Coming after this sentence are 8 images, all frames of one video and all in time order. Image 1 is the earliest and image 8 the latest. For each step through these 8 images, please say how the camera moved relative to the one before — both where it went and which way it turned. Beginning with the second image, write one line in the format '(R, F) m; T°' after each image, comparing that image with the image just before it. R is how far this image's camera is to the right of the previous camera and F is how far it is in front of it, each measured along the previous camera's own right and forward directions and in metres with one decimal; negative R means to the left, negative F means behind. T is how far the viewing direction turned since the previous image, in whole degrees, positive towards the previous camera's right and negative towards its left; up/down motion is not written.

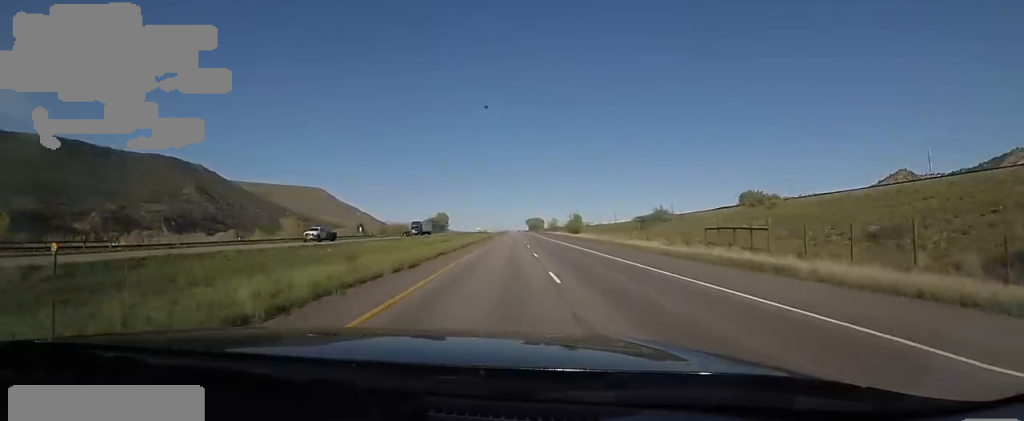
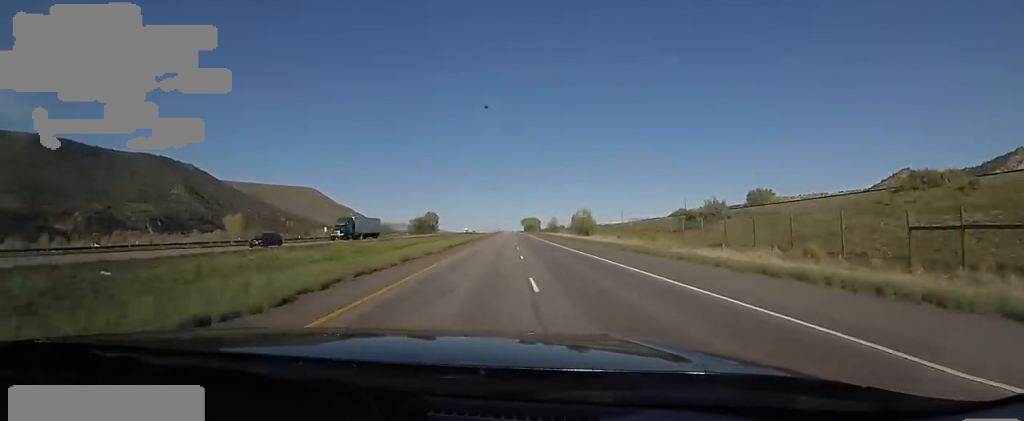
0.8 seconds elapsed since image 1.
(+0.4, +26.0) m; +1°
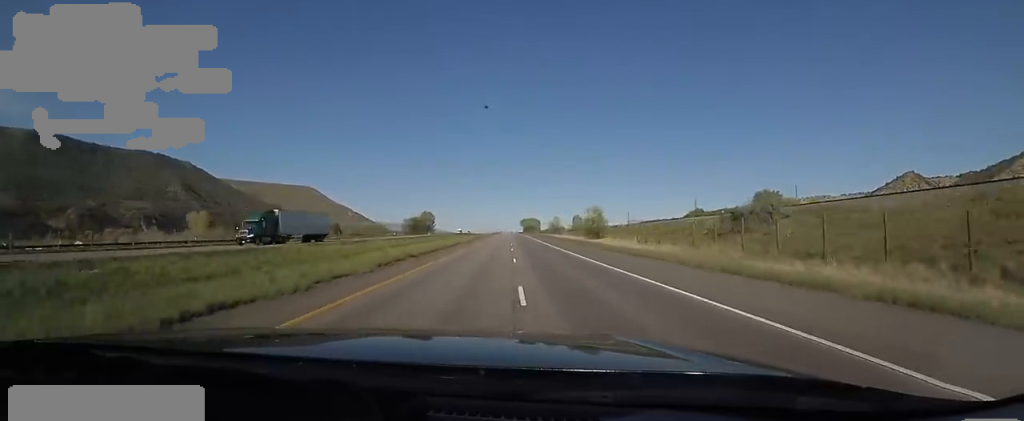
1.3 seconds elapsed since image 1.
(0.0, +13.4) m; 0°
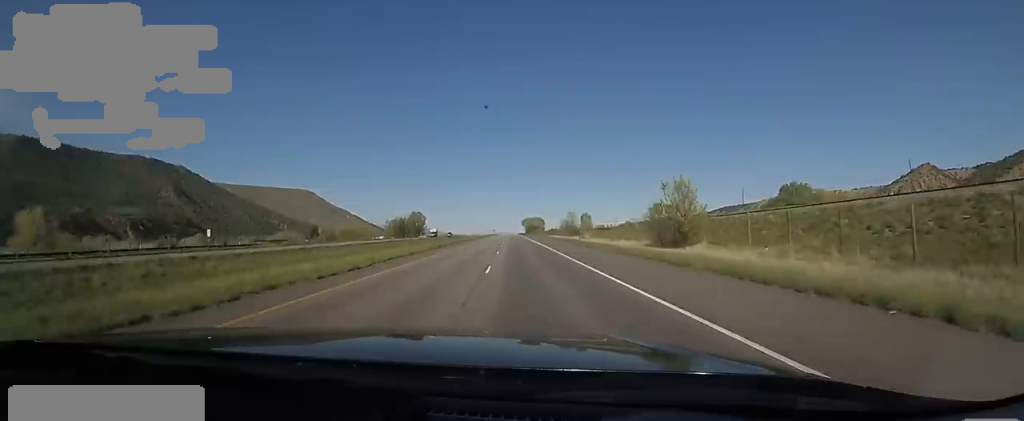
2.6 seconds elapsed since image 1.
(-0.2, +41.1) m; 0°
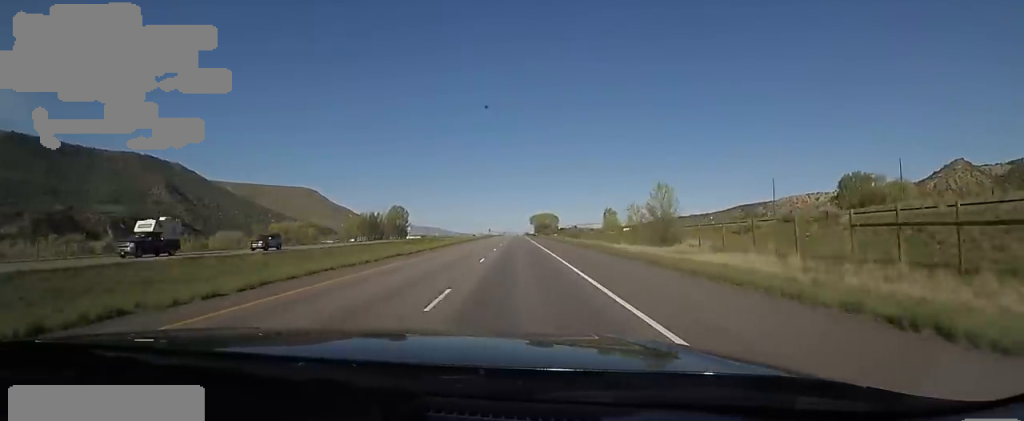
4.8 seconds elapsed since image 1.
(+0.3, +67.0) m; 0°
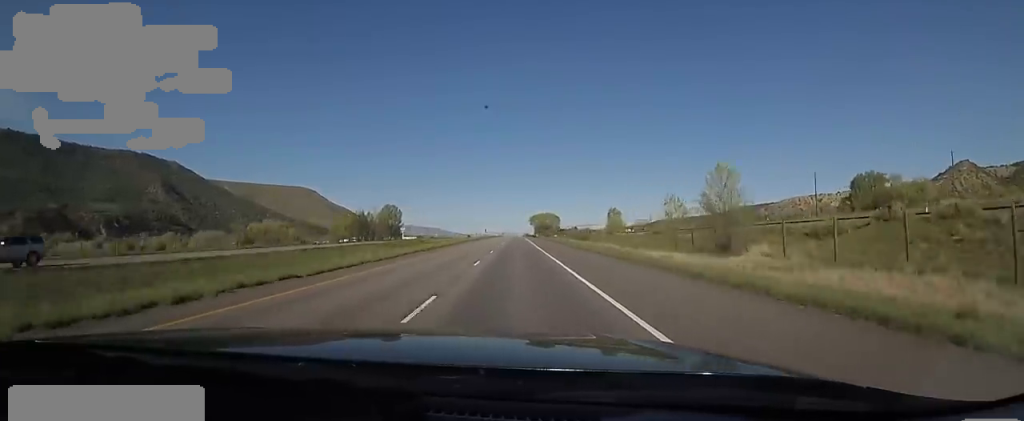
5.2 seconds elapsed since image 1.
(0.0, +13.4) m; 0°
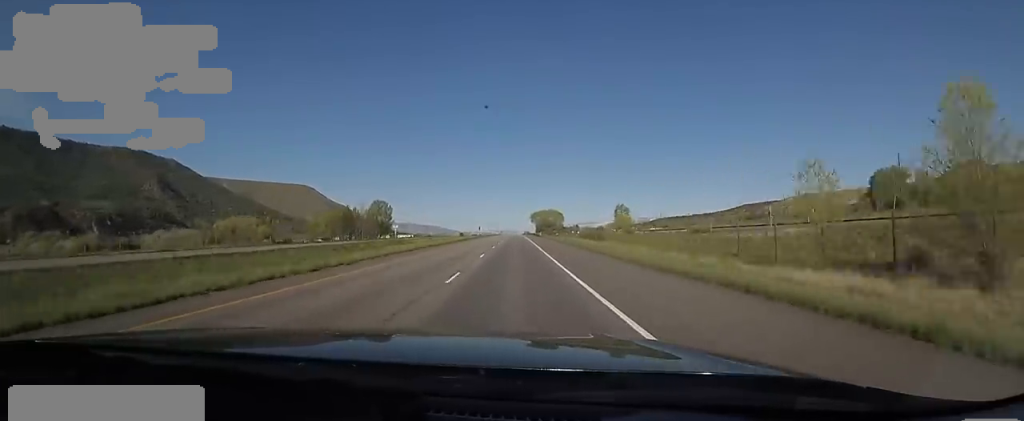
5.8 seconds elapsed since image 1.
(0.0, +18.6) m; 0°
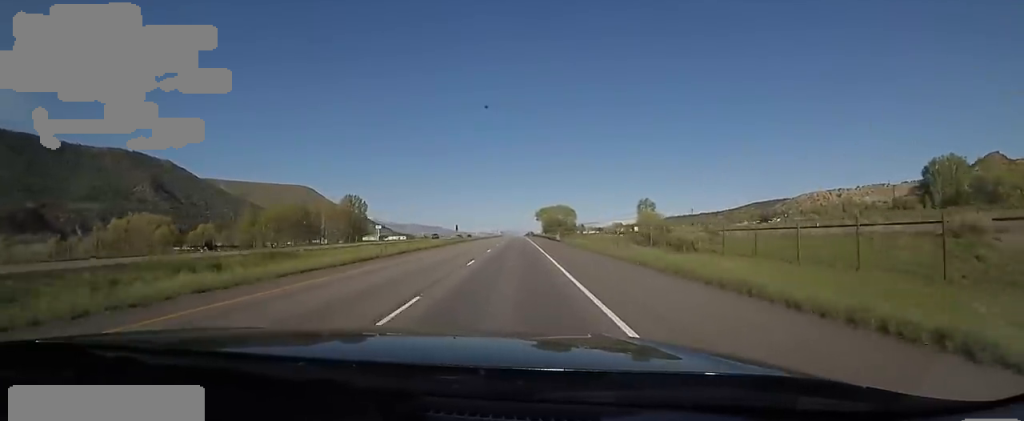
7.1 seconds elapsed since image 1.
(+0.1, +41.5) m; 0°
